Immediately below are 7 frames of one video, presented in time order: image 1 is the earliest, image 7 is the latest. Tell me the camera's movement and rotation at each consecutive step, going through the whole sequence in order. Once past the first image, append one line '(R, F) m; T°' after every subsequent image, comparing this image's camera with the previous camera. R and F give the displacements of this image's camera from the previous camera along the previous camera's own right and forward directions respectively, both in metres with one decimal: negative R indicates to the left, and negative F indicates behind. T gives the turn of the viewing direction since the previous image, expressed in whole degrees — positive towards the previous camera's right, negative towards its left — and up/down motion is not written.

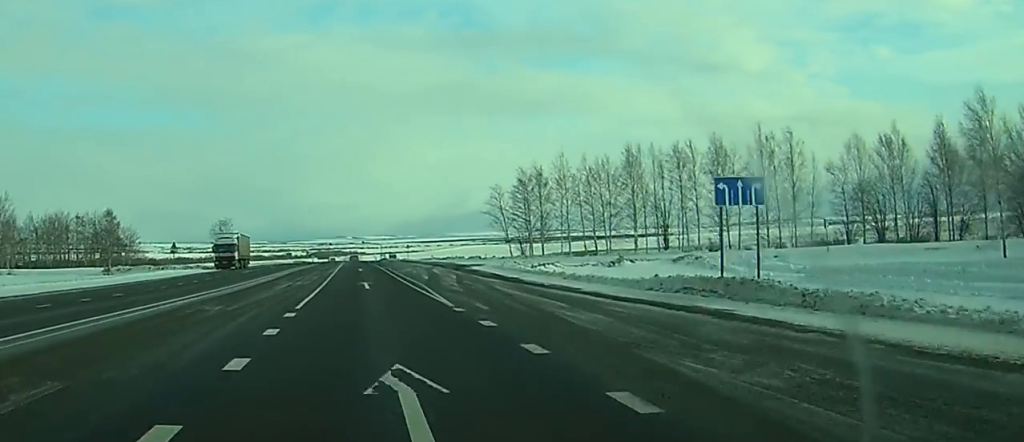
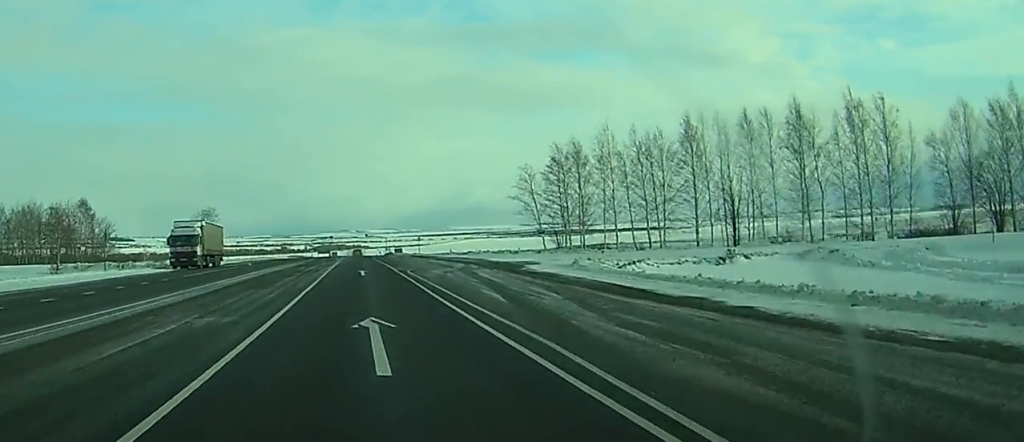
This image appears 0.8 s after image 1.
(+0.1, +22.5) m; 0°
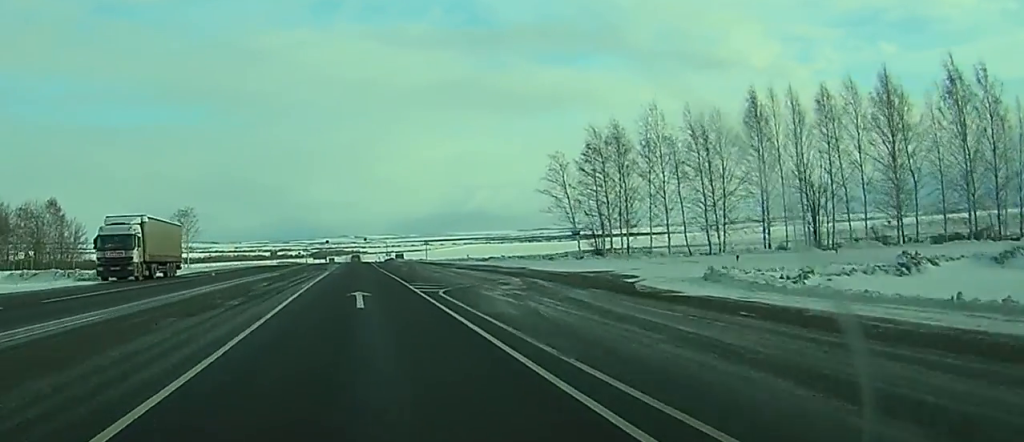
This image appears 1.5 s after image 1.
(-0.1, +18.9) m; 0°
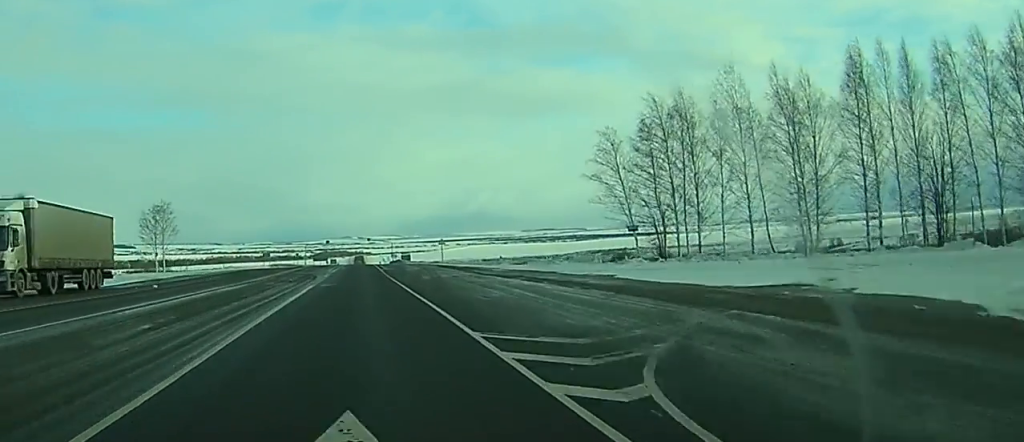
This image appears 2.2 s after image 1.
(+0.2, +19.0) m; 0°
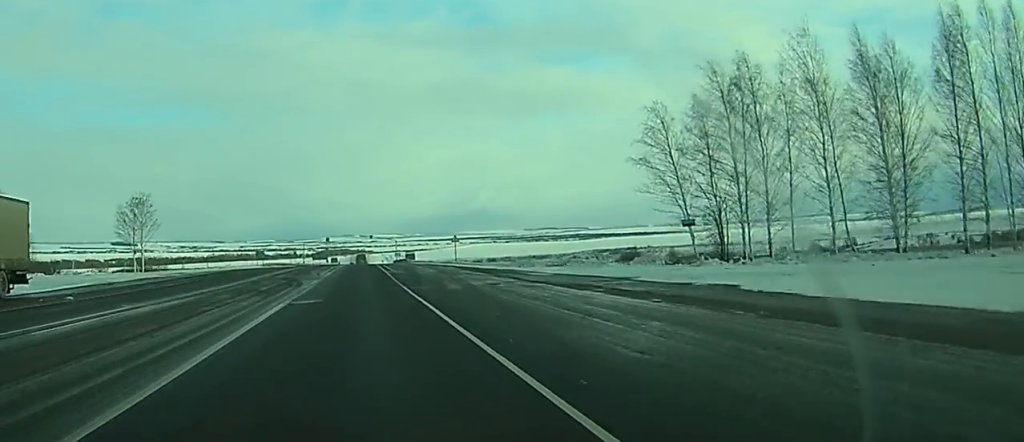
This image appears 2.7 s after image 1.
(+0.1, +12.7) m; 0°
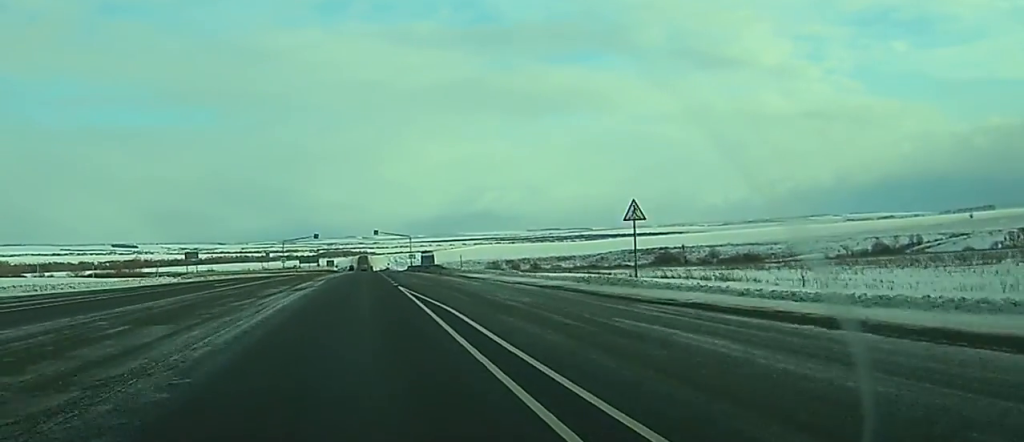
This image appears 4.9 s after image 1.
(-0.1, +59.5) m; 0°
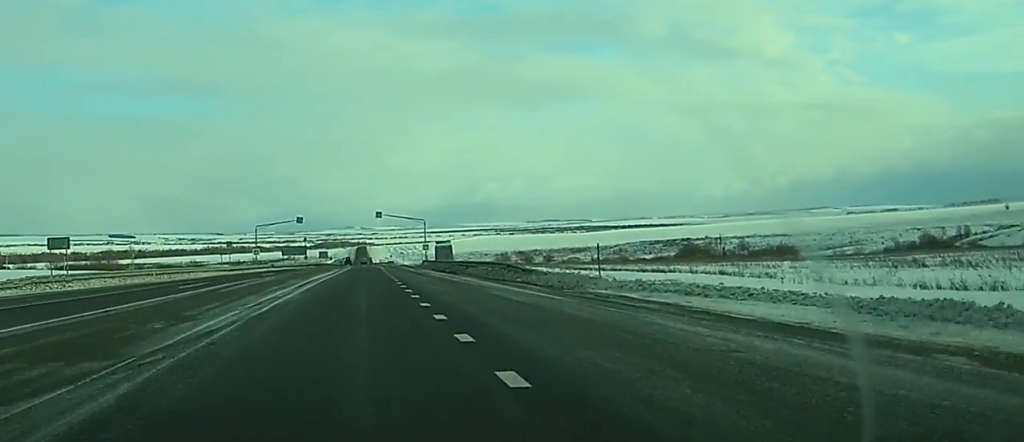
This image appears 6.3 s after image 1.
(0.0, +39.3) m; 0°
